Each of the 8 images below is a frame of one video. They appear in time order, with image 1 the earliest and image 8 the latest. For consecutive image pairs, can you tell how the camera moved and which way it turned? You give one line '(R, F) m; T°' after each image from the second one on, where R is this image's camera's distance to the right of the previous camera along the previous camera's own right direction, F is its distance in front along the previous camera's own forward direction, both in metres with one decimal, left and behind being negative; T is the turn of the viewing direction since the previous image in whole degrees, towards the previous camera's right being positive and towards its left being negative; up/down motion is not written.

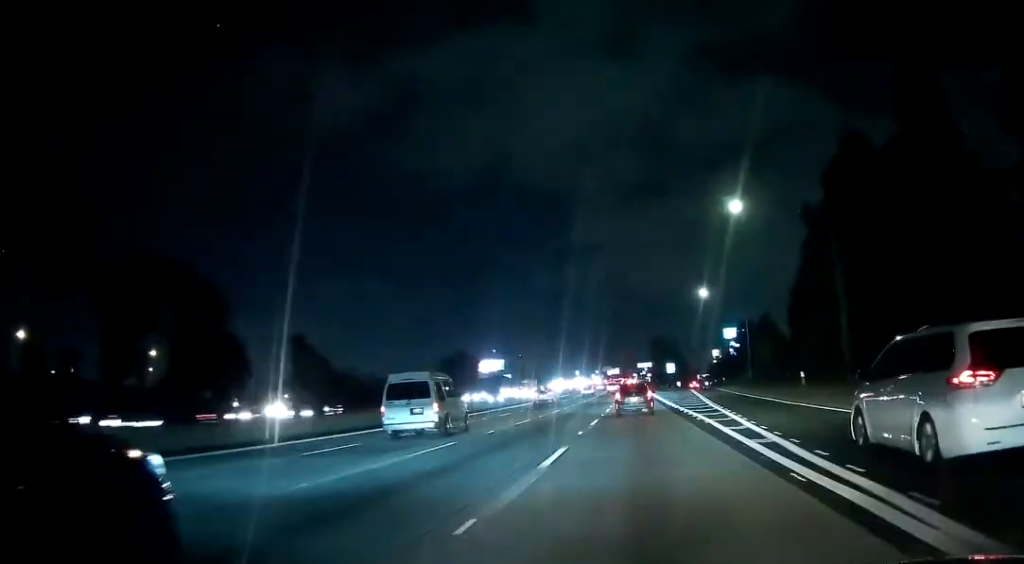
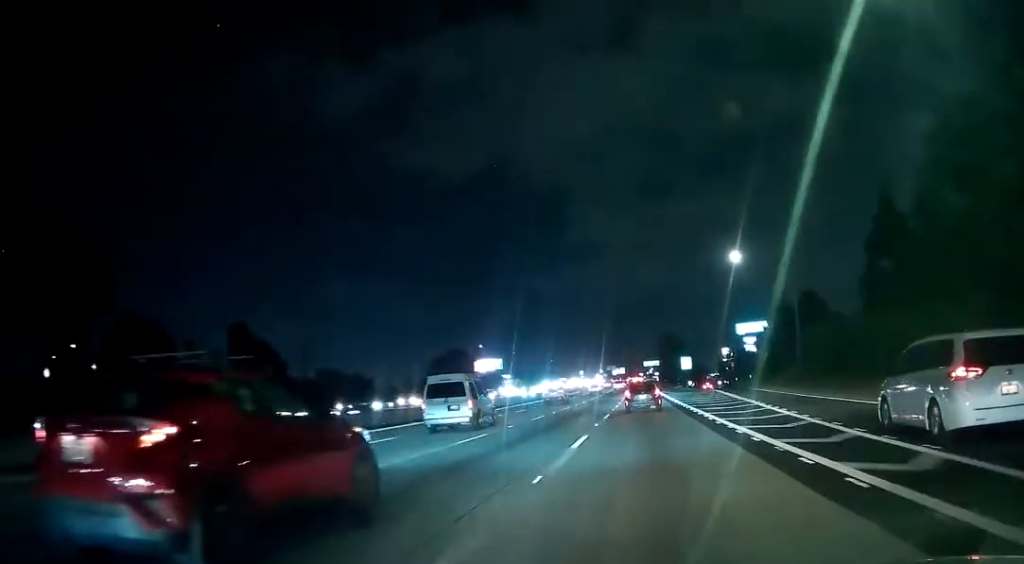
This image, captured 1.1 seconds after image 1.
(-0.1, +26.0) m; 0°
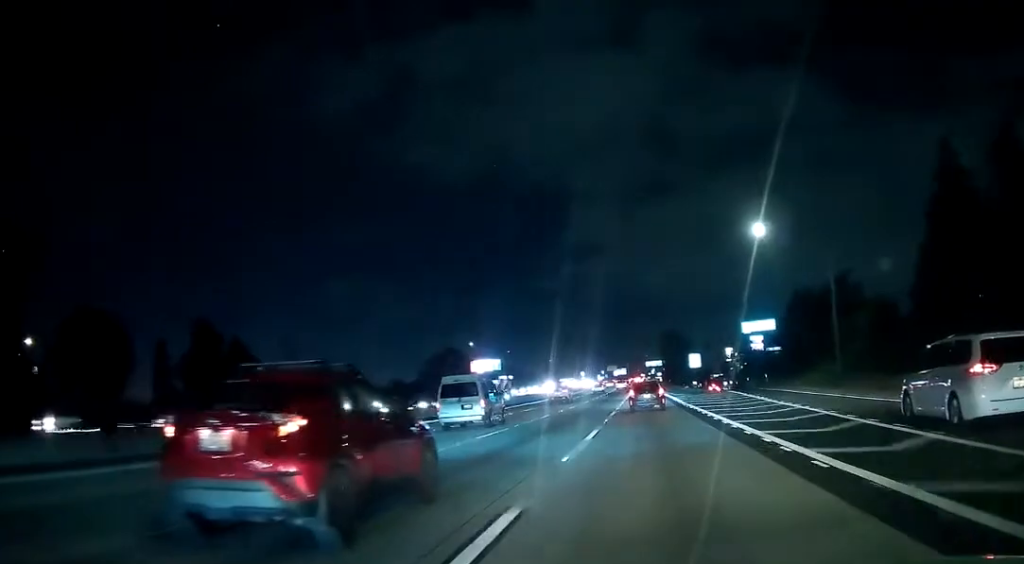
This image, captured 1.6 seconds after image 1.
(0.0, +12.9) m; 0°
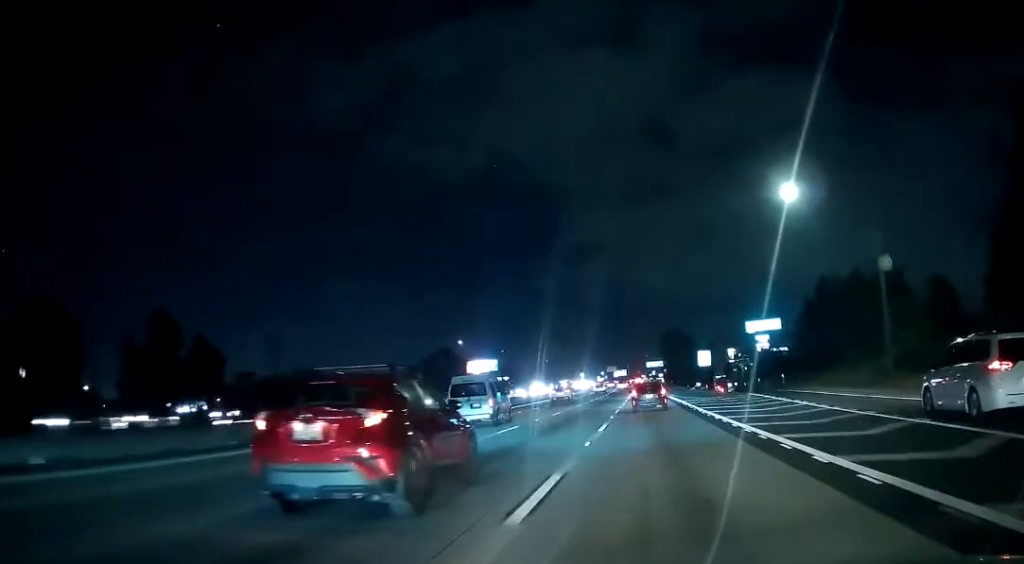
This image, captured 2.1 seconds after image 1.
(0.0, +10.5) m; 0°
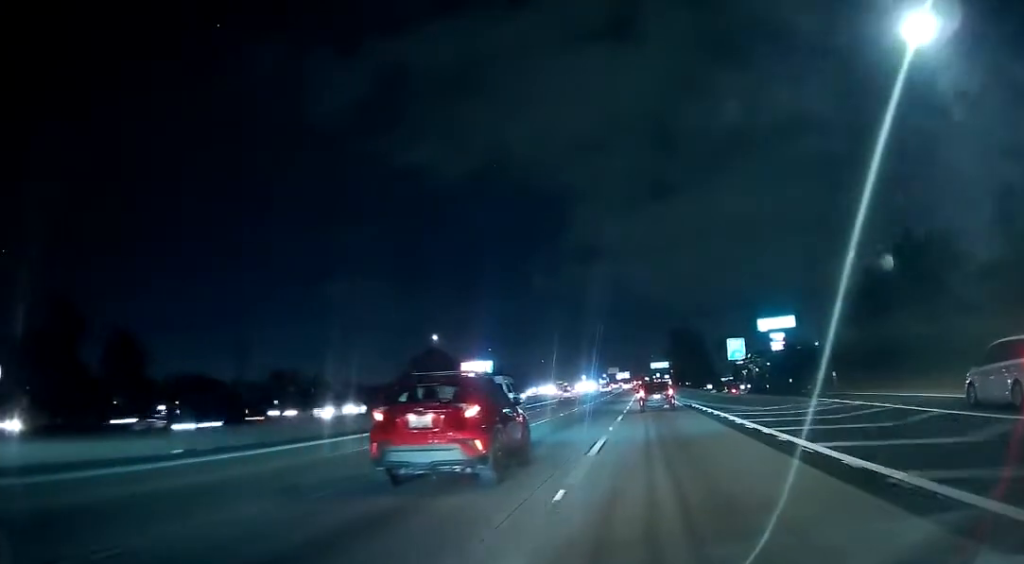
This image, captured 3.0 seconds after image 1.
(0.0, +23.1) m; 0°
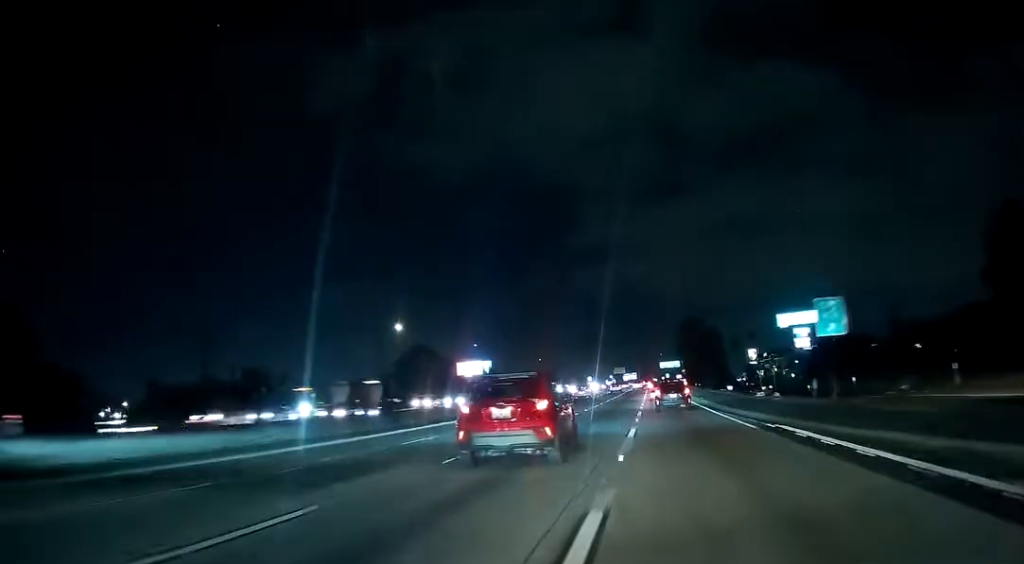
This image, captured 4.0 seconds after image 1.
(0.0, +26.1) m; -1°
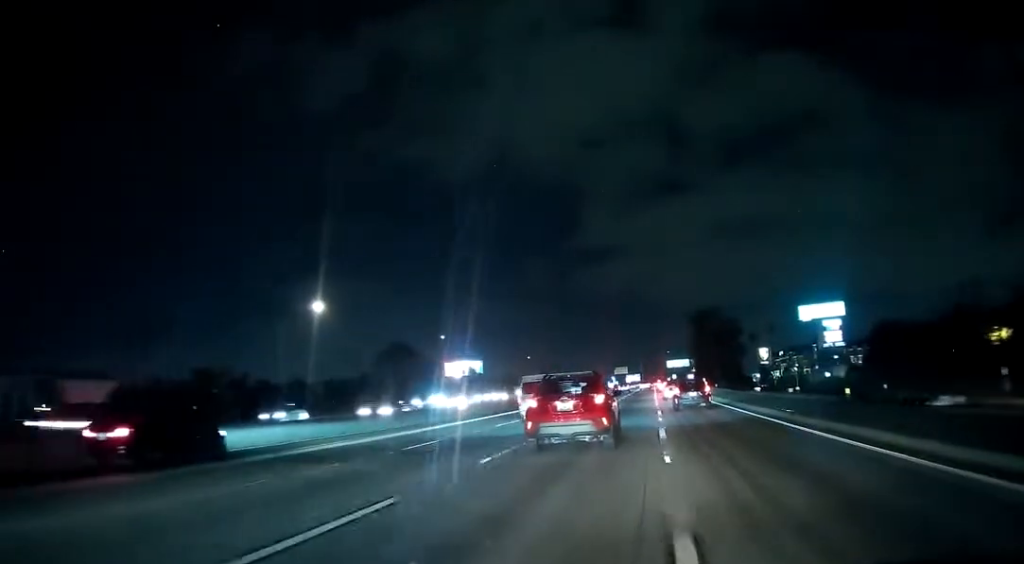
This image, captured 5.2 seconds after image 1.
(-0.8, +31.0) m; 0°
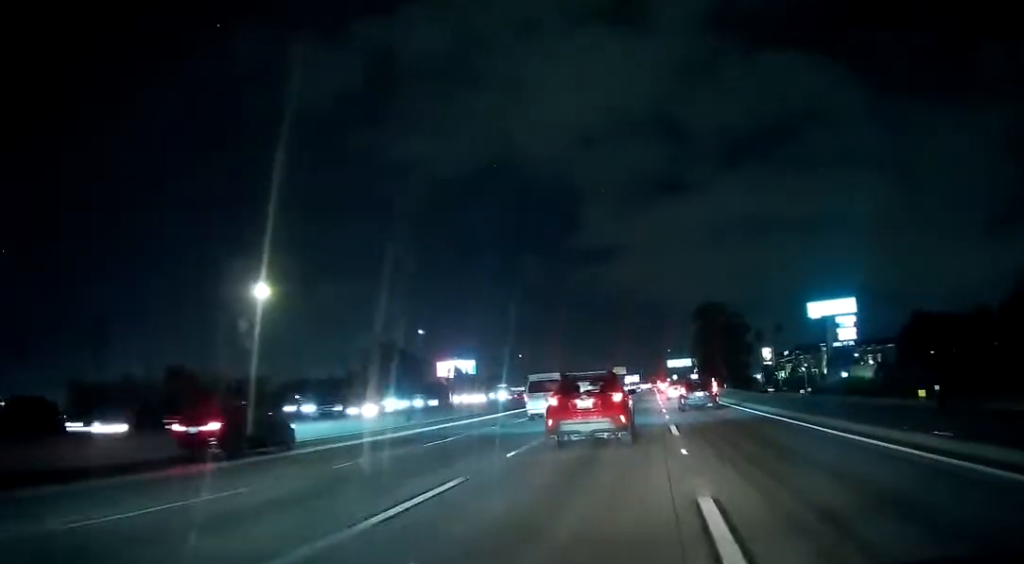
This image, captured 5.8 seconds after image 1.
(+0.4, +14.0) m; +1°
